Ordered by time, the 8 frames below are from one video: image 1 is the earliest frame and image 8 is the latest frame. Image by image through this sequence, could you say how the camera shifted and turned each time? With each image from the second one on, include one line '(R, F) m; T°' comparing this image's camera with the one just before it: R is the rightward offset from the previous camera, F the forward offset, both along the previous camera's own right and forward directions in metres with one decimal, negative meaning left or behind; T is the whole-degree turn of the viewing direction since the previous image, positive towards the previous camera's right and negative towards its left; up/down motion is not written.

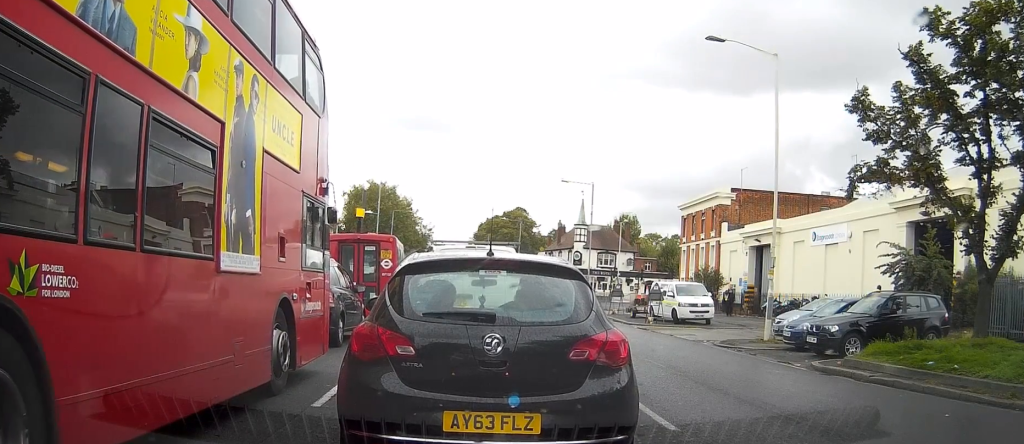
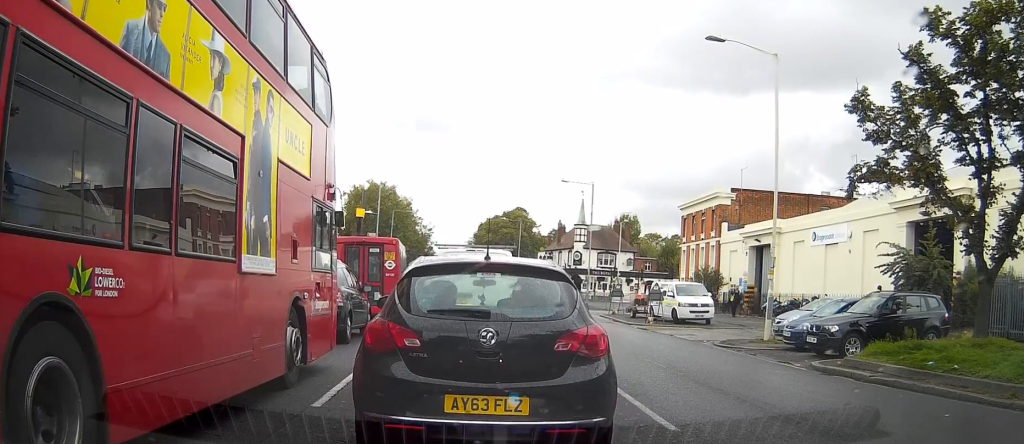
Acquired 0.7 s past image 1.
(0.0, 0.0) m; 0°
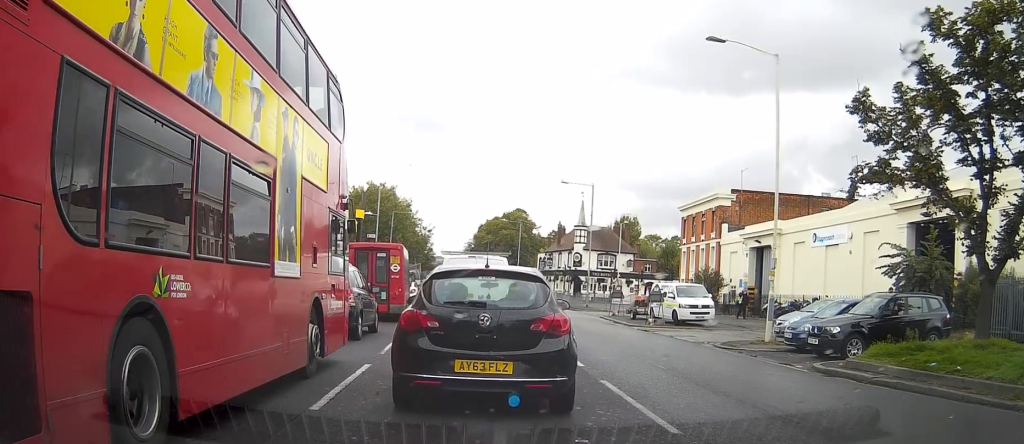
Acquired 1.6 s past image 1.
(0.0, 0.0) m; 0°
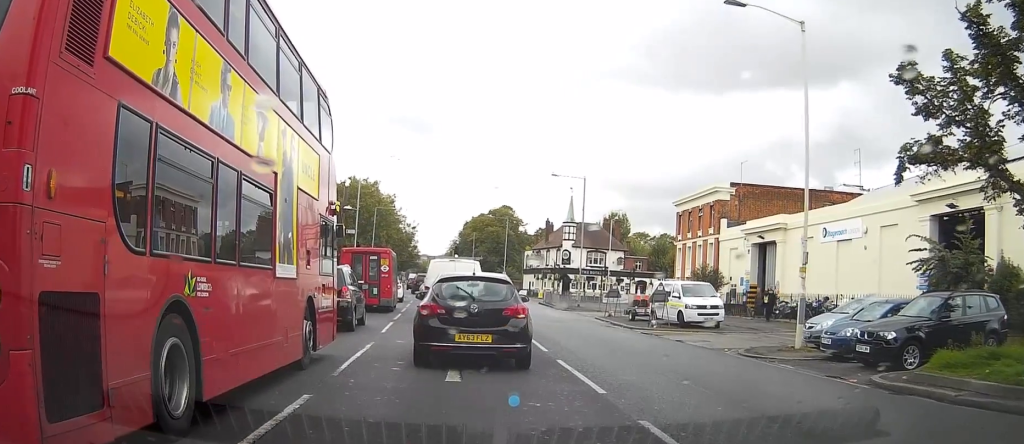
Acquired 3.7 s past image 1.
(0.0, +0.6) m; 0°
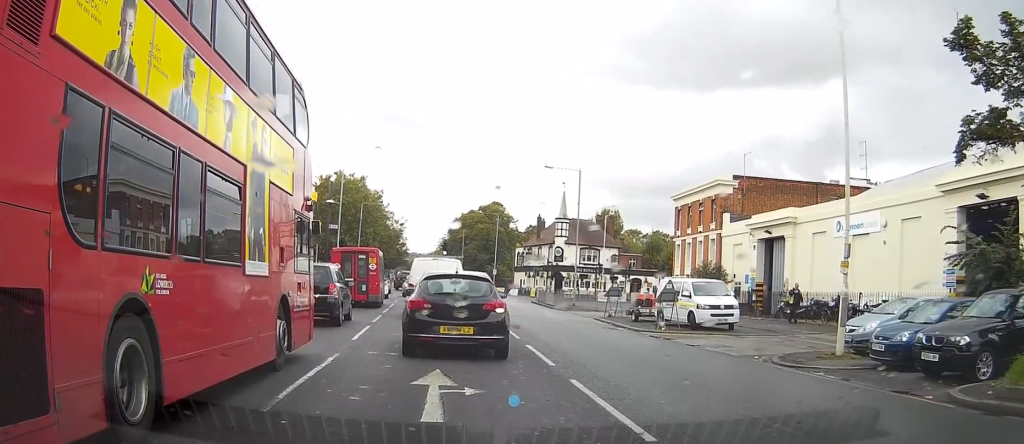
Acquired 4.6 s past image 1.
(-0.1, +2.5) m; -5°
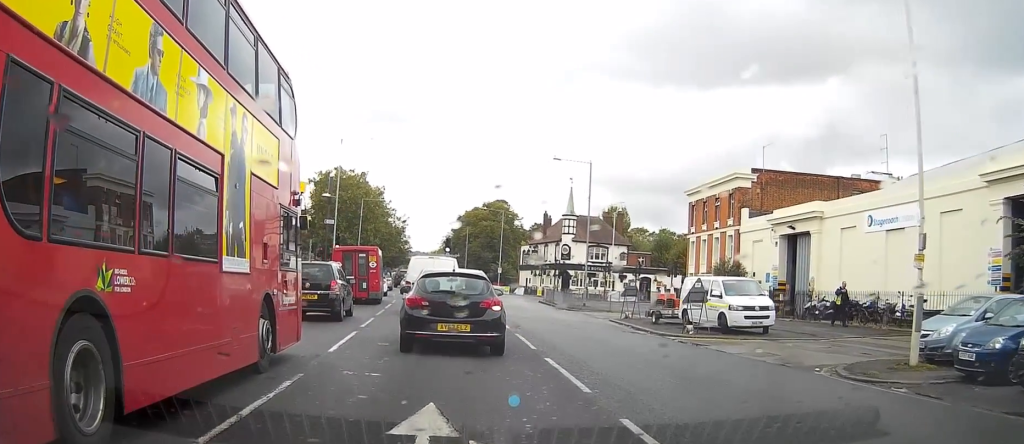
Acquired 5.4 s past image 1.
(-0.1, +2.9) m; -4°
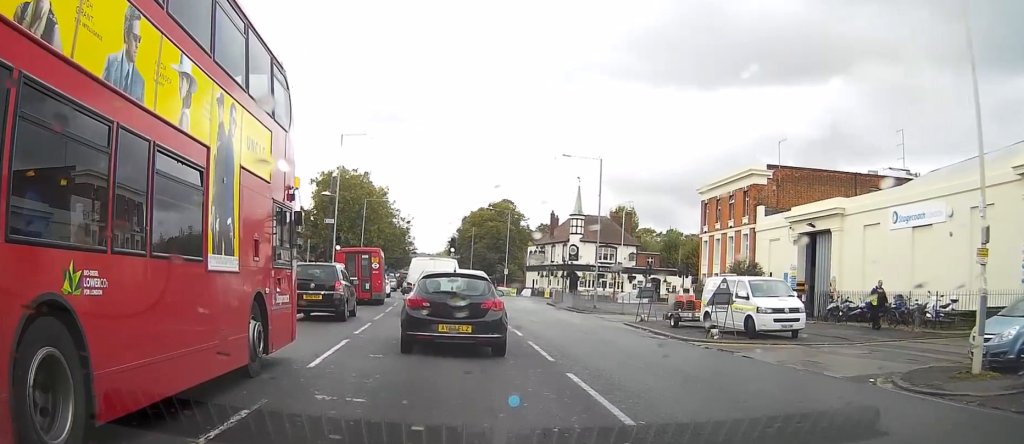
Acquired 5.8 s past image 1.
(-0.1, +1.9) m; -1°
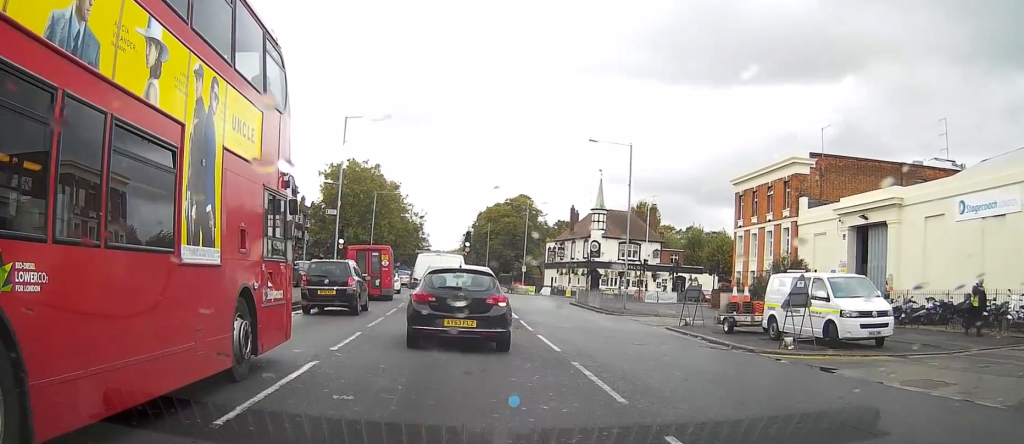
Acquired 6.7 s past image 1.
(-0.1, +4.5) m; -1°
